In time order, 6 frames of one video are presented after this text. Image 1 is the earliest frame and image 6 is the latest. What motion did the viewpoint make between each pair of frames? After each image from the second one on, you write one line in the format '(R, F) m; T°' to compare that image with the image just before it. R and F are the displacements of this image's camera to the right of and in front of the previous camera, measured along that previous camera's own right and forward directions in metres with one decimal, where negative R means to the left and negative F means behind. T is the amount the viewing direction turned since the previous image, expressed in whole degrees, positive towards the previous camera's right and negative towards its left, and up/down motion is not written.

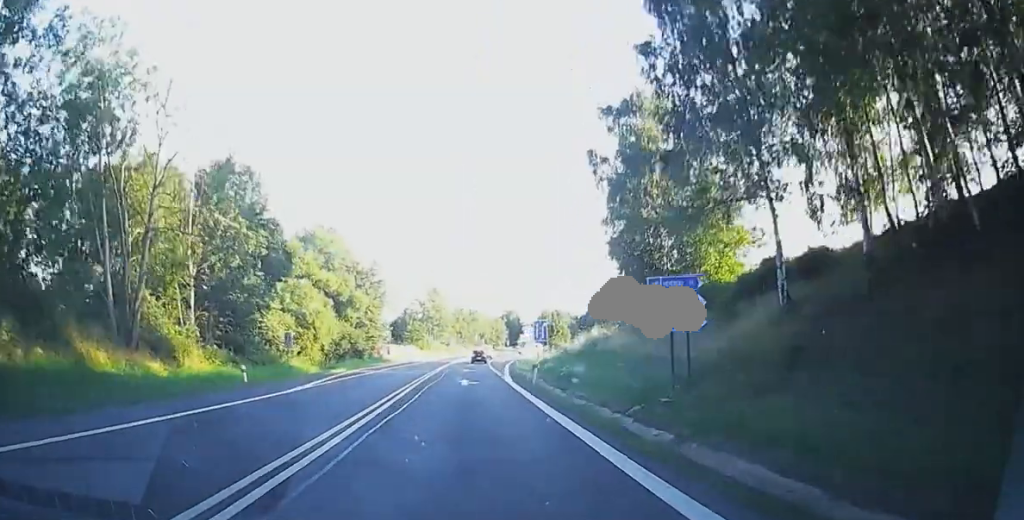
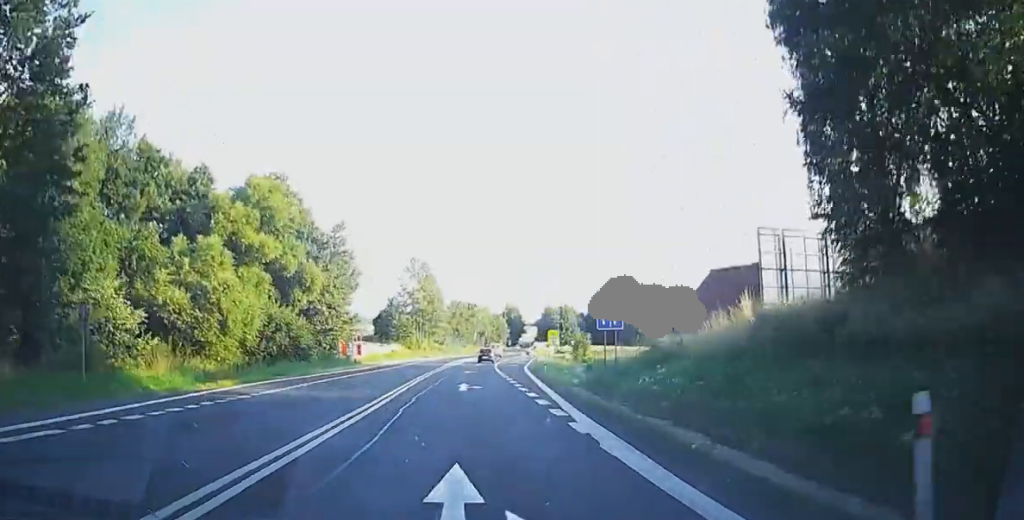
(+0.8, +26.0) m; +2°
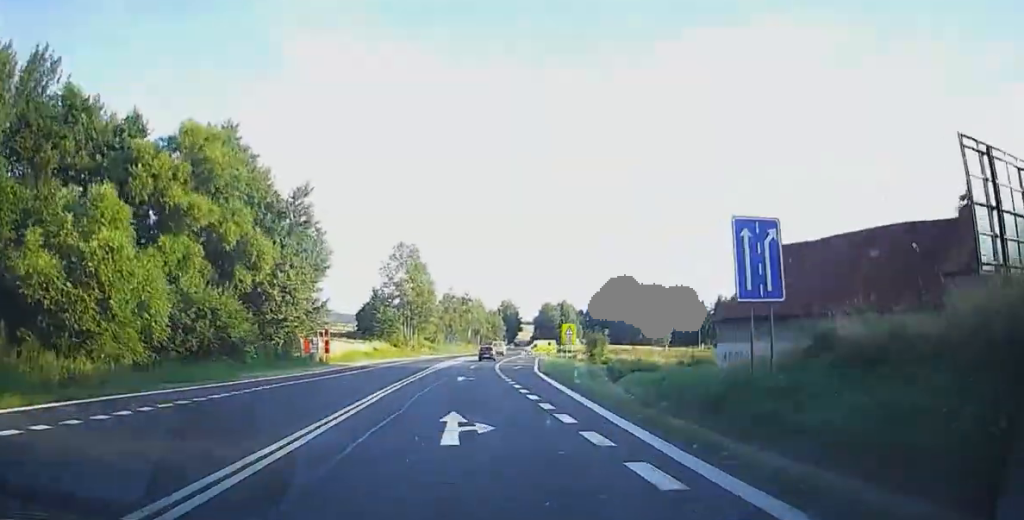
(0.0, +15.1) m; 0°
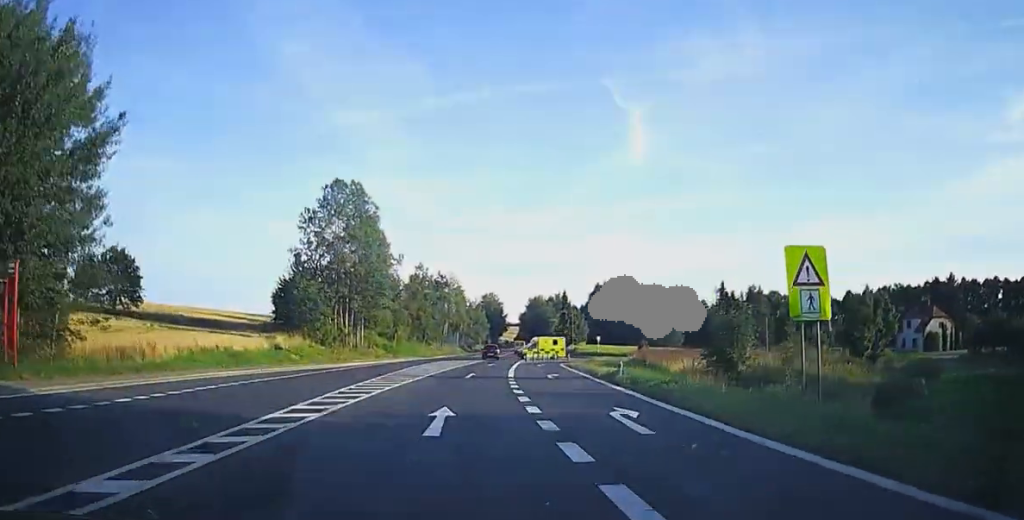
(+0.6, +46.7) m; -1°
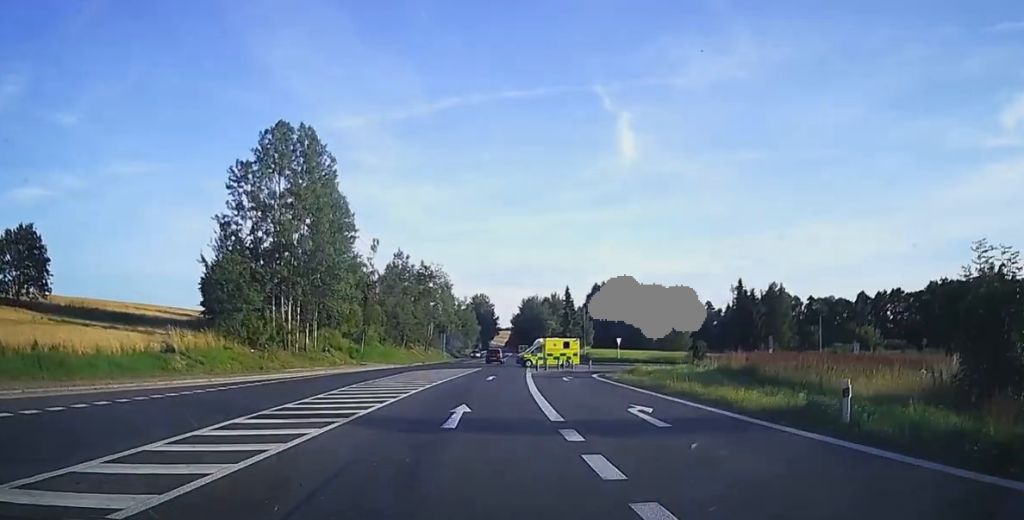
(-0.3, +22.2) m; +5°
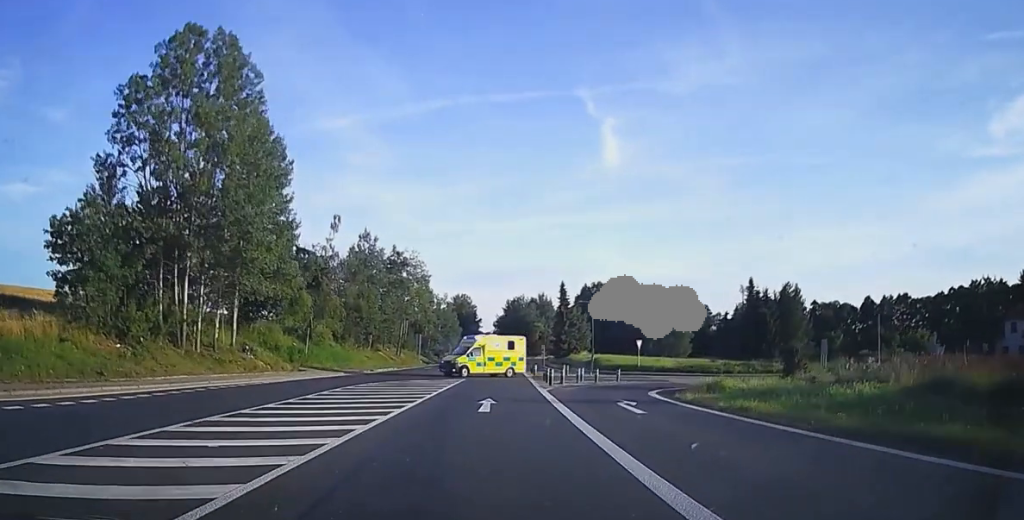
(+1.9, +17.0) m; +8°
